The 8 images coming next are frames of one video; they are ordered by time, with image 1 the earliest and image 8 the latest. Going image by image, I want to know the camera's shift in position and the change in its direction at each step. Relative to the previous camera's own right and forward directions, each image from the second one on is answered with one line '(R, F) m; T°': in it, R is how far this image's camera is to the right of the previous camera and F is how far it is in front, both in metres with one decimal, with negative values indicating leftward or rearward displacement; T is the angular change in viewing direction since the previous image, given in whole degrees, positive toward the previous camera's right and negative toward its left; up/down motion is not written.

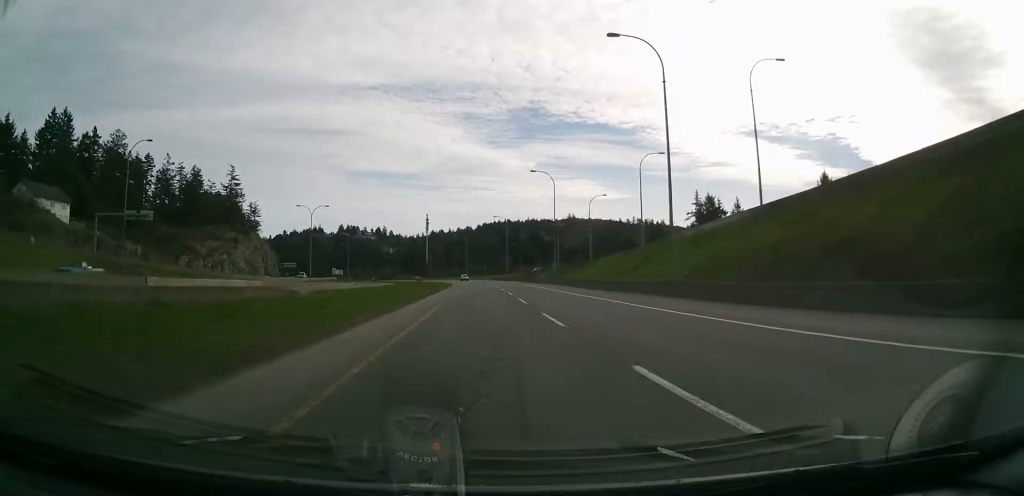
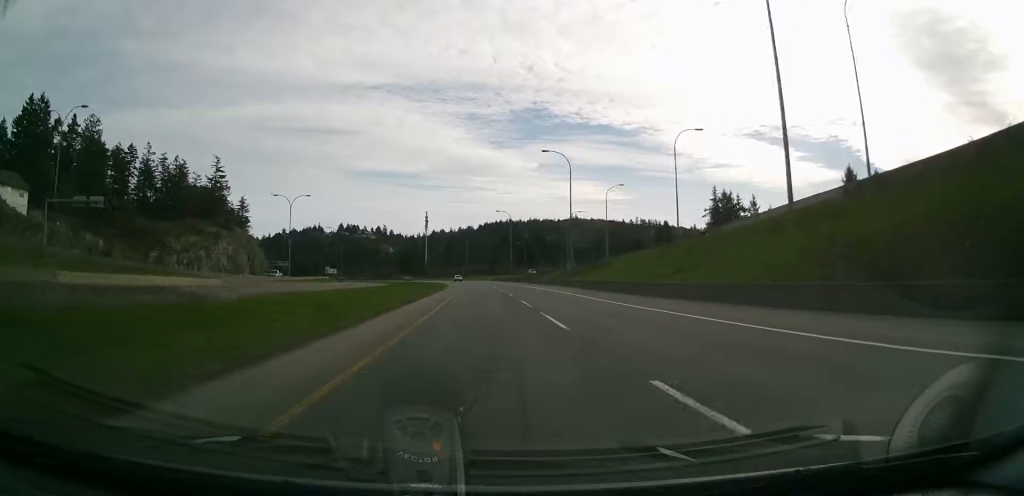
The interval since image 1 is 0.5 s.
(0.0, +13.2) m; 0°
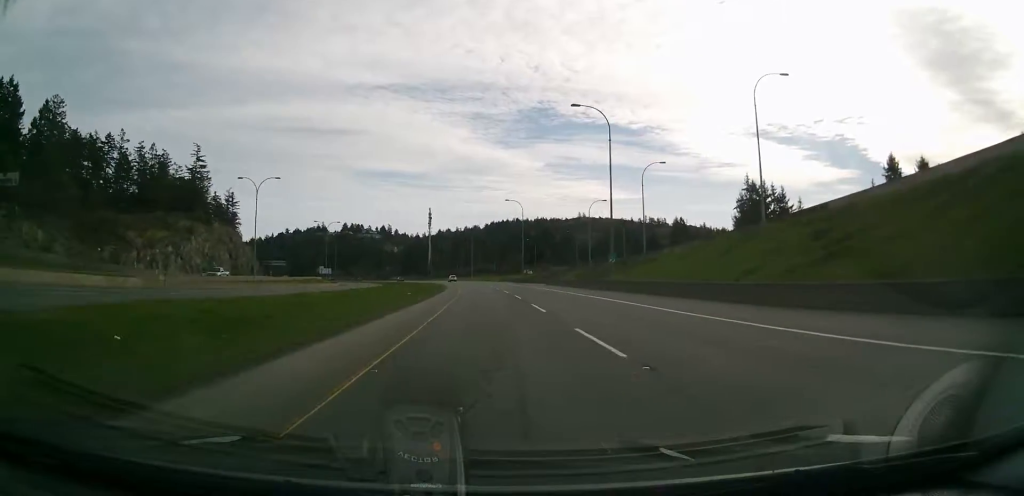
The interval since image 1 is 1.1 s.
(0.0, +17.9) m; +1°
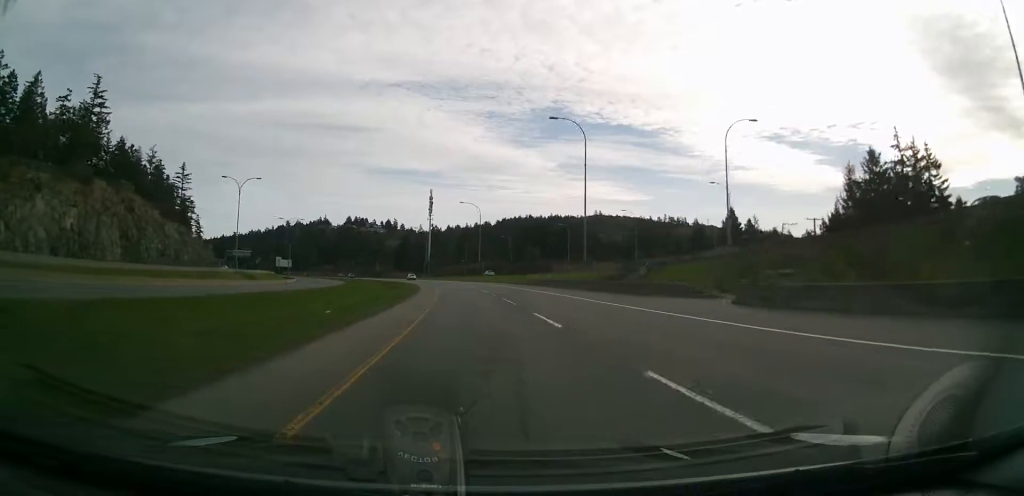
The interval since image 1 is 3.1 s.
(+0.2, +56.8) m; -1°
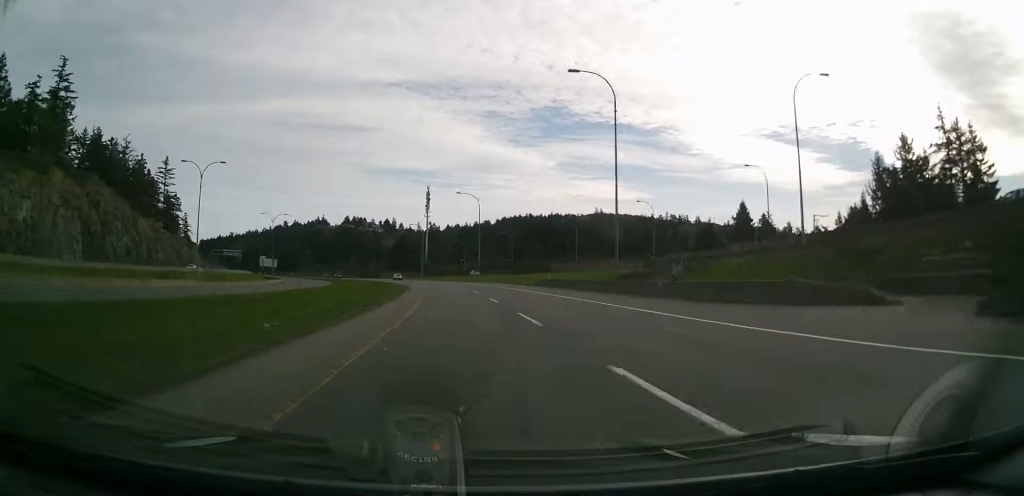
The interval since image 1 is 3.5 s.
(-0.1, +12.3) m; -1°
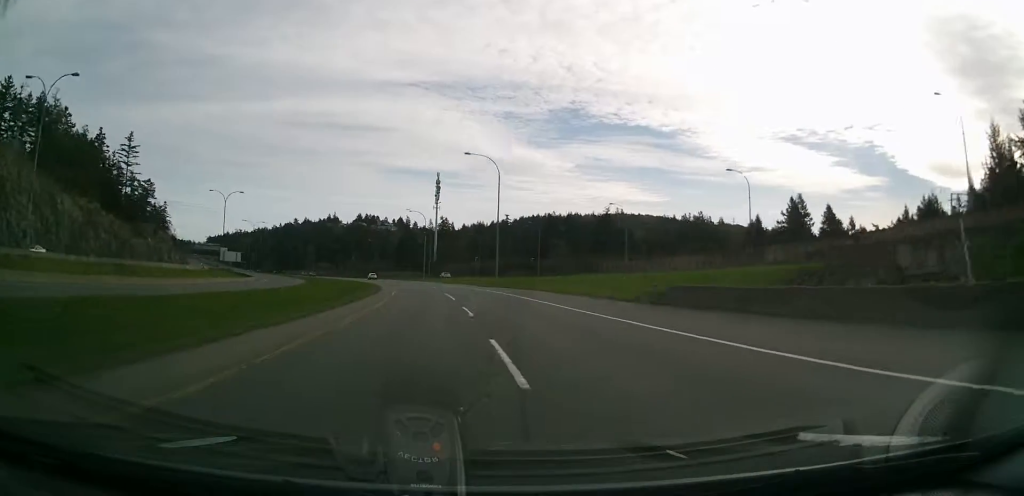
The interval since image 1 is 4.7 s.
(-0.3, +33.1) m; -1°
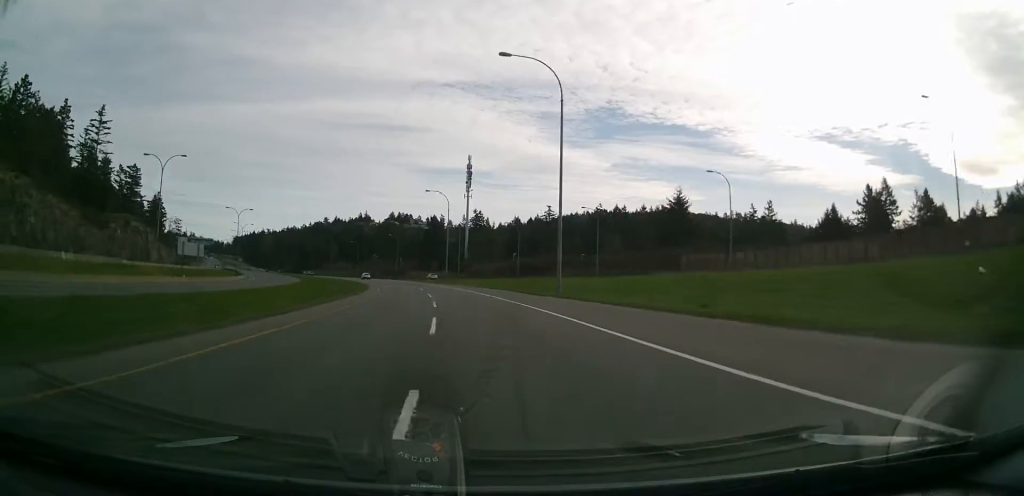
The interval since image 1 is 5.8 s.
(-0.2, +31.2) m; -1°
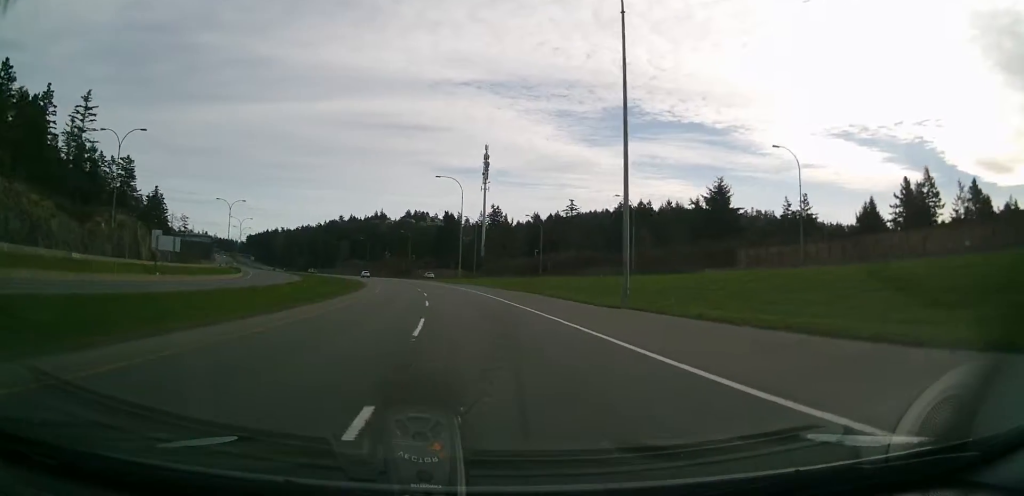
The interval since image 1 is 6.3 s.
(0.0, +13.2) m; -1°
